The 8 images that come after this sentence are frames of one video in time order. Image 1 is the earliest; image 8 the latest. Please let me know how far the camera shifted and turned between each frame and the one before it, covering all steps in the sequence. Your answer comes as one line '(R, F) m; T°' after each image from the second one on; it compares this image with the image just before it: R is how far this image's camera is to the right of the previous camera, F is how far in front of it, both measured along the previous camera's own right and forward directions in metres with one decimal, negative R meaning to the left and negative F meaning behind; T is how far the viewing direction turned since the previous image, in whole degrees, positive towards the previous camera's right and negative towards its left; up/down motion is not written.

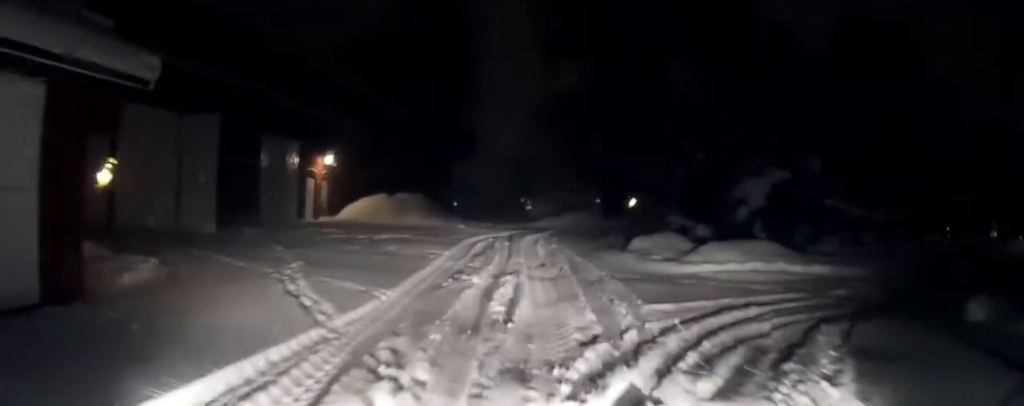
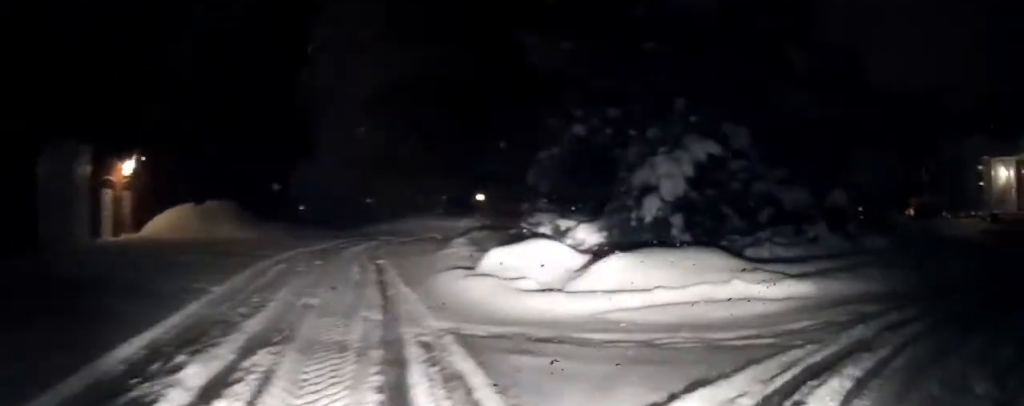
(+0.8, +4.3) m; +16°
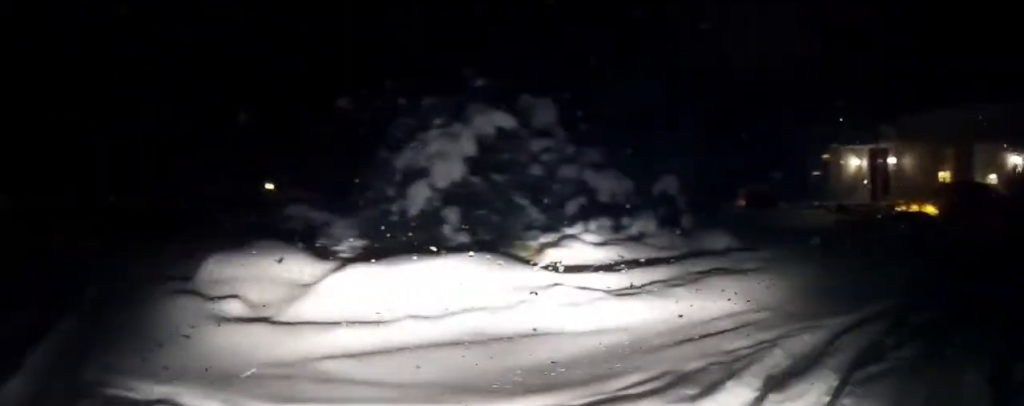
(+0.2, +2.2) m; +23°
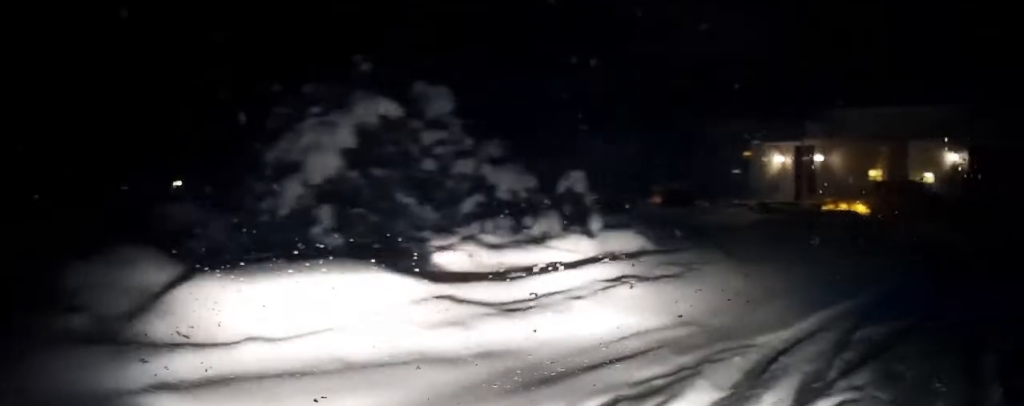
(0.0, +0.8) m; +13°
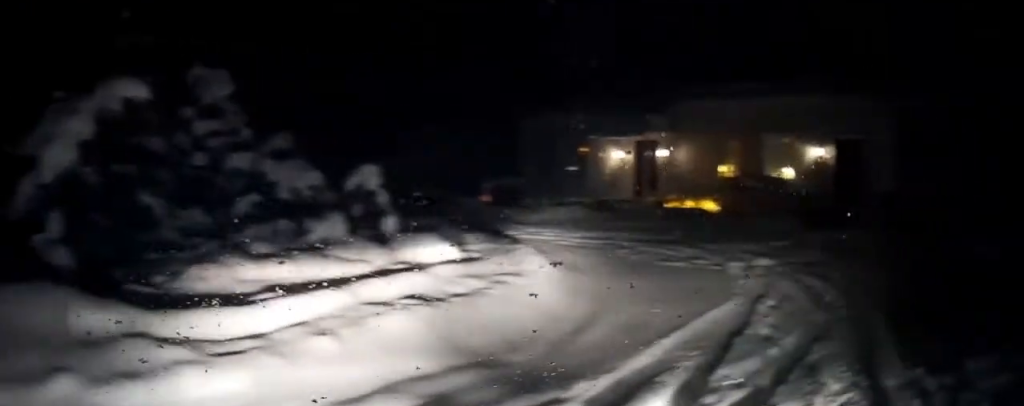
(+0.3, +1.2) m; +18°
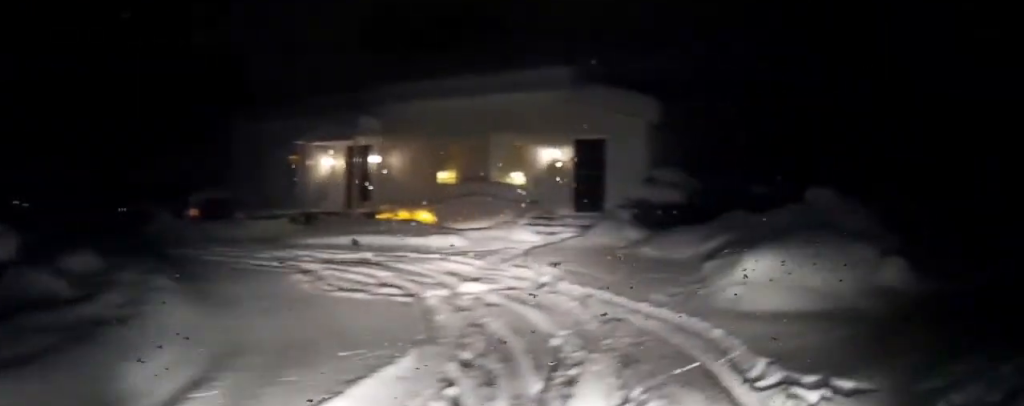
(+0.5, +2.0) m; +26°
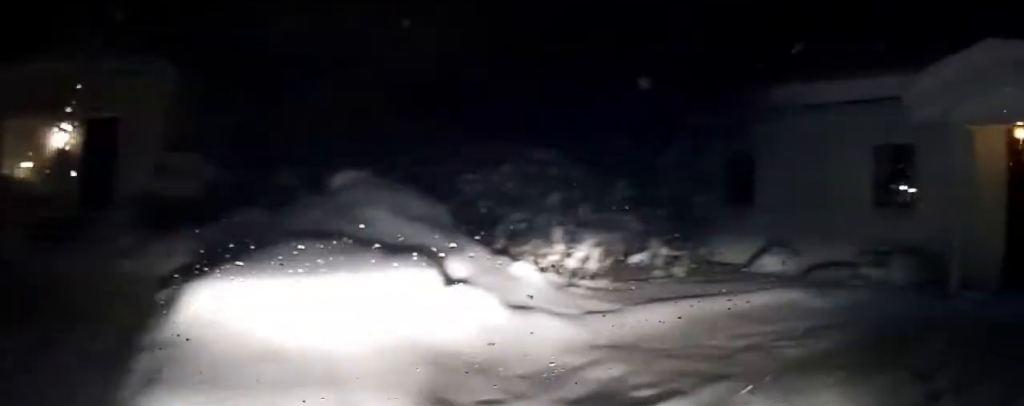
(+1.2, +3.1) m; +36°
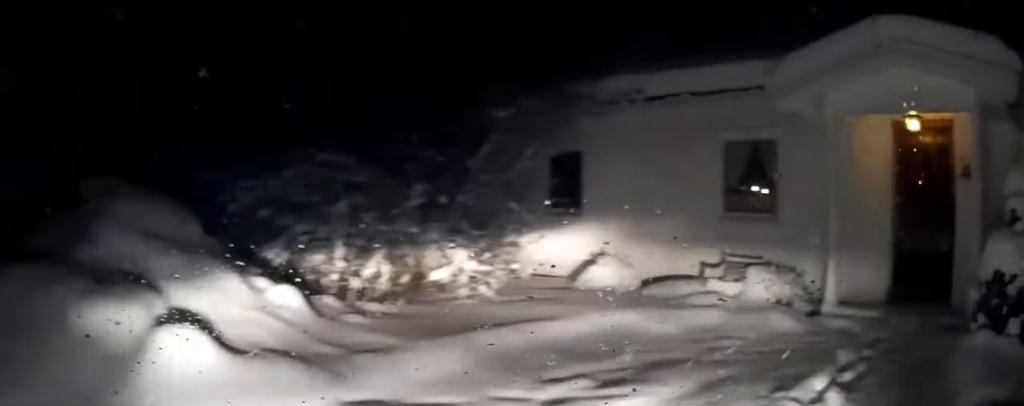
(0.0, +1.2) m; 0°
